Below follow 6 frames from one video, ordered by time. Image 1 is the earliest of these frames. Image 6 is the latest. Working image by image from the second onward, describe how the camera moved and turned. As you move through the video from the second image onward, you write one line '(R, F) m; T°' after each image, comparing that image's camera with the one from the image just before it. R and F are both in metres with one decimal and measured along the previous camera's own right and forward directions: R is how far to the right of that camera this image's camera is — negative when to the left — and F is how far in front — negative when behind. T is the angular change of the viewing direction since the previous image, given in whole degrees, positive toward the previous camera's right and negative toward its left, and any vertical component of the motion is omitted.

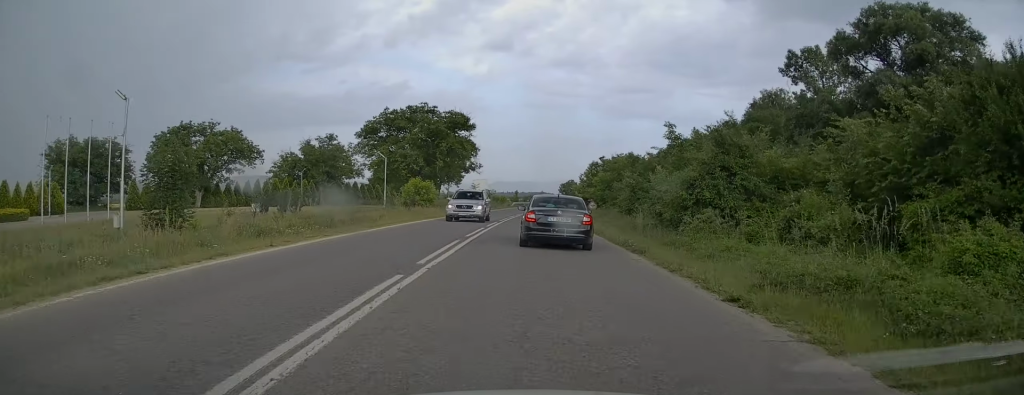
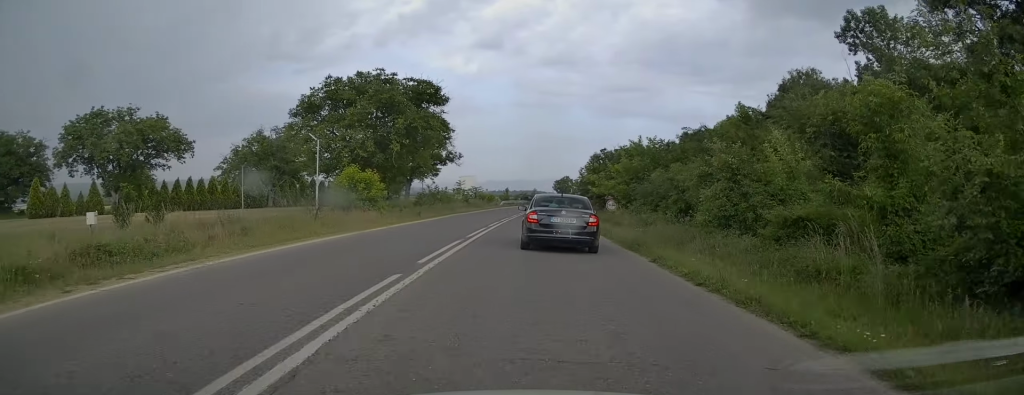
(0.0, +15.9) m; +1°
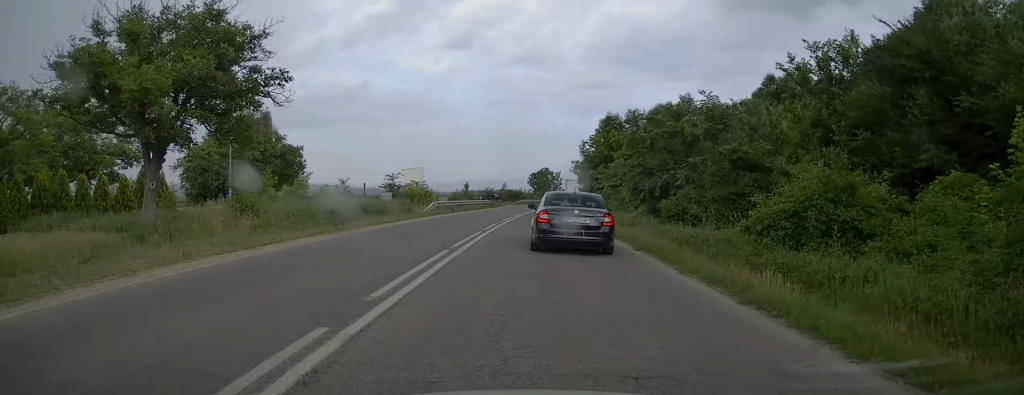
(+1.0, +43.5) m; +3°
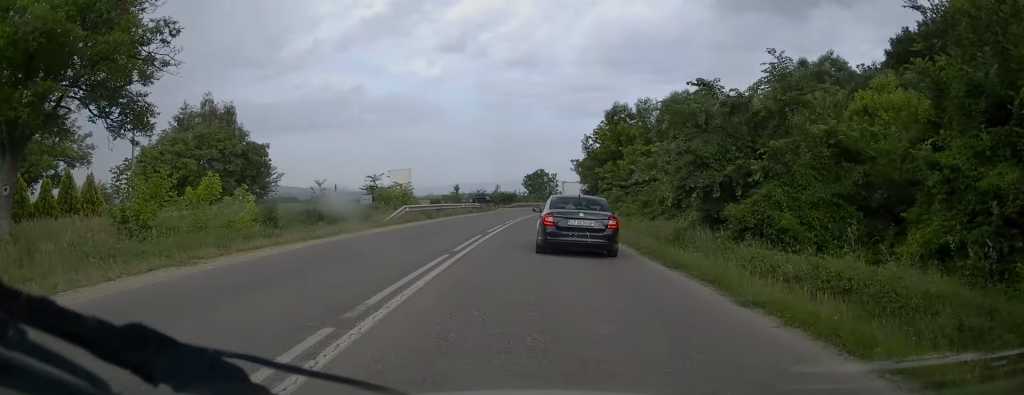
(+0.1, +7.6) m; +1°
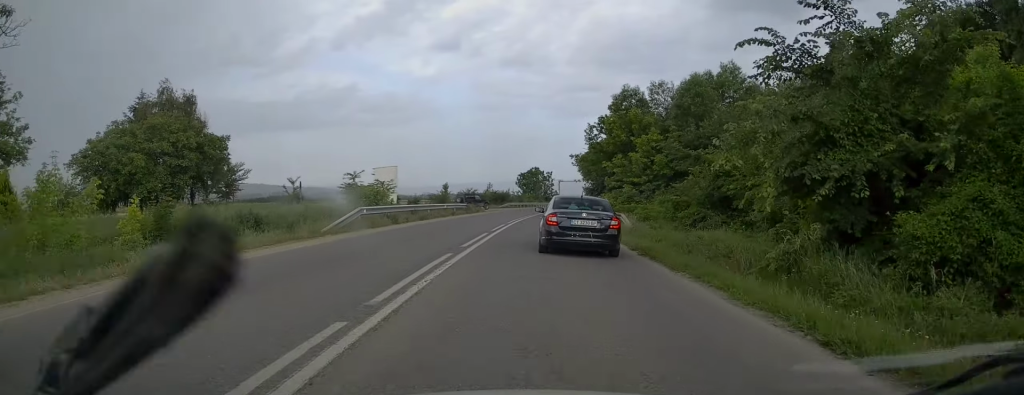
(0.0, +7.1) m; 0°
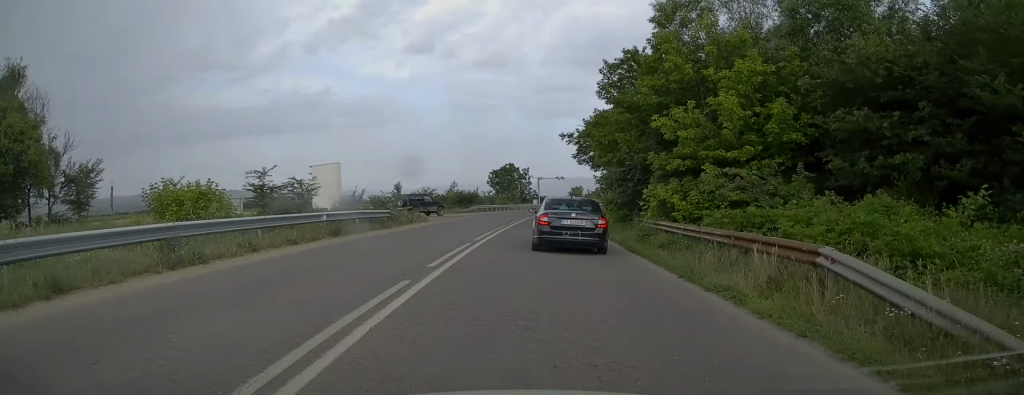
(+0.2, +20.0) m; +2°
